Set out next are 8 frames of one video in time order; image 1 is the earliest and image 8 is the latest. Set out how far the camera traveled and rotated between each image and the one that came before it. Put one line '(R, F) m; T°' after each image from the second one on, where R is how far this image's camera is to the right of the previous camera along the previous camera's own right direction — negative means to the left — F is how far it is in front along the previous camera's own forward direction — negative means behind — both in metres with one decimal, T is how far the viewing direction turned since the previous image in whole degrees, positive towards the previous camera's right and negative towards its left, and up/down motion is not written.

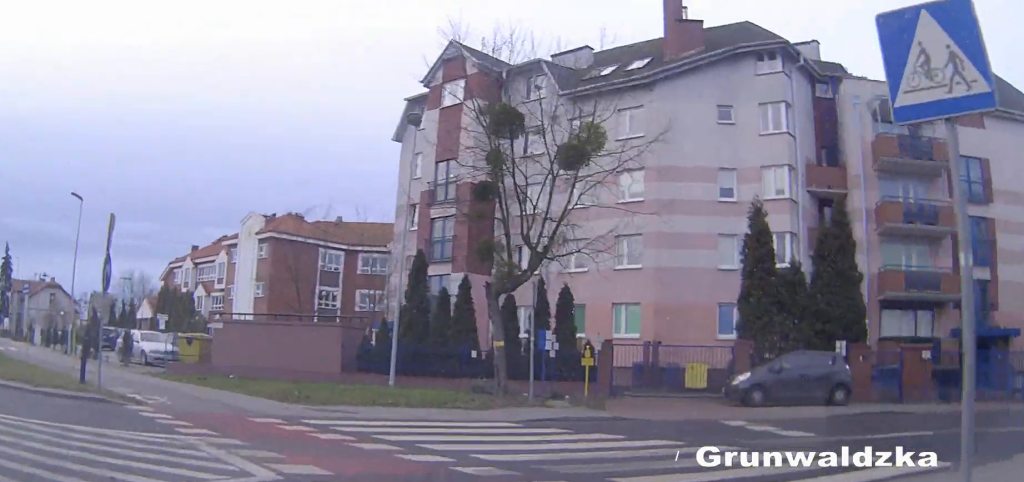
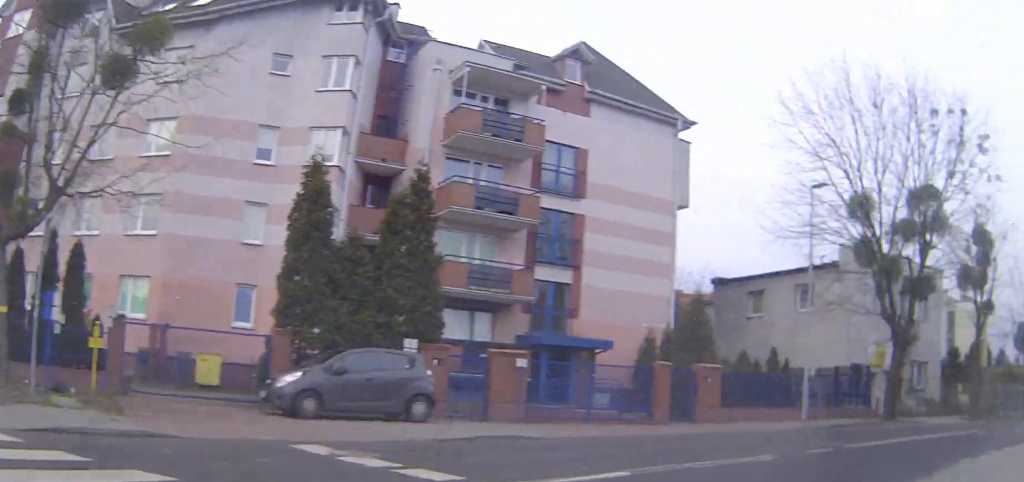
(+1.6, +5.0) m; +38°
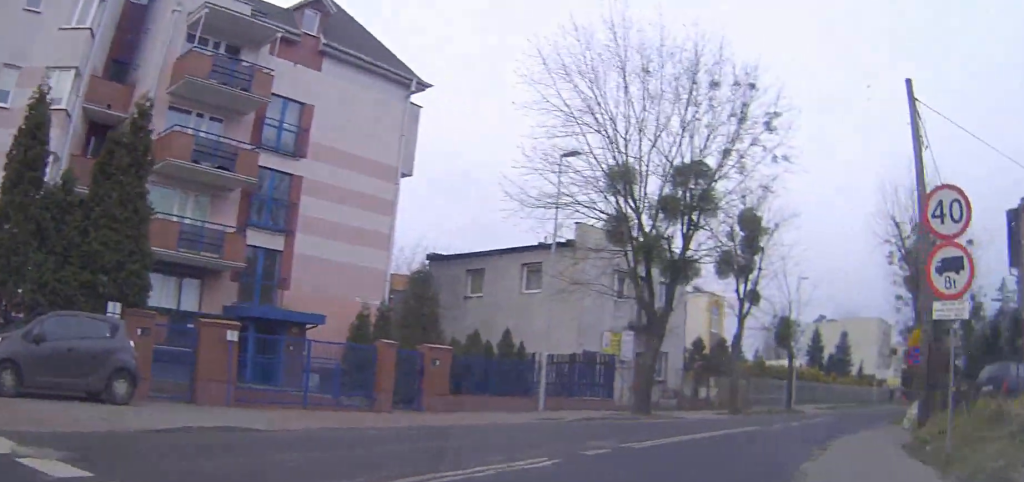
(+0.3, +2.7) m; +23°
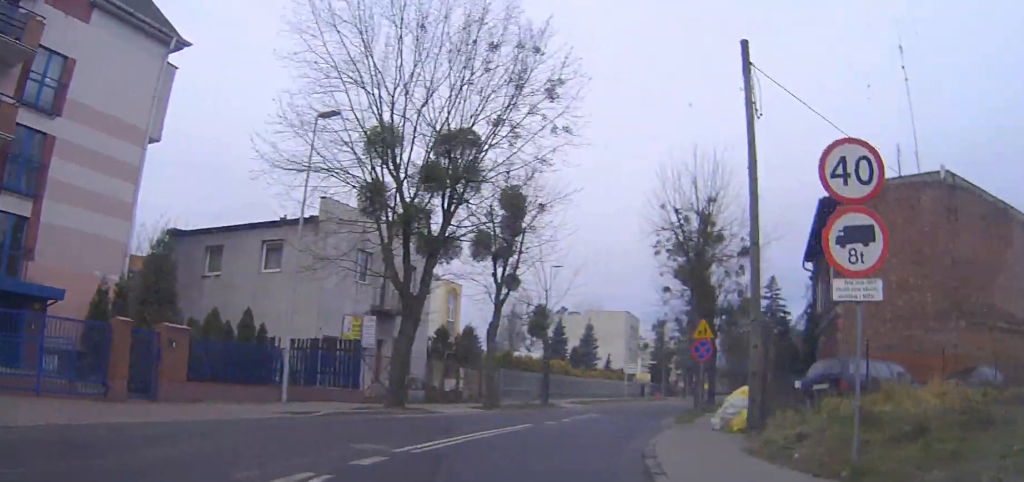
(+0.8, +2.7) m; +18°
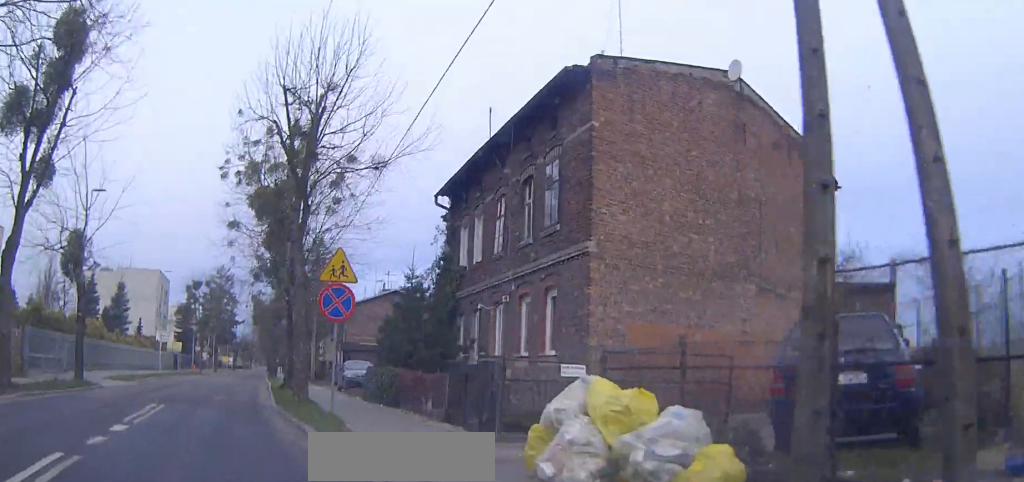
(+4.6, +10.6) m; +35°
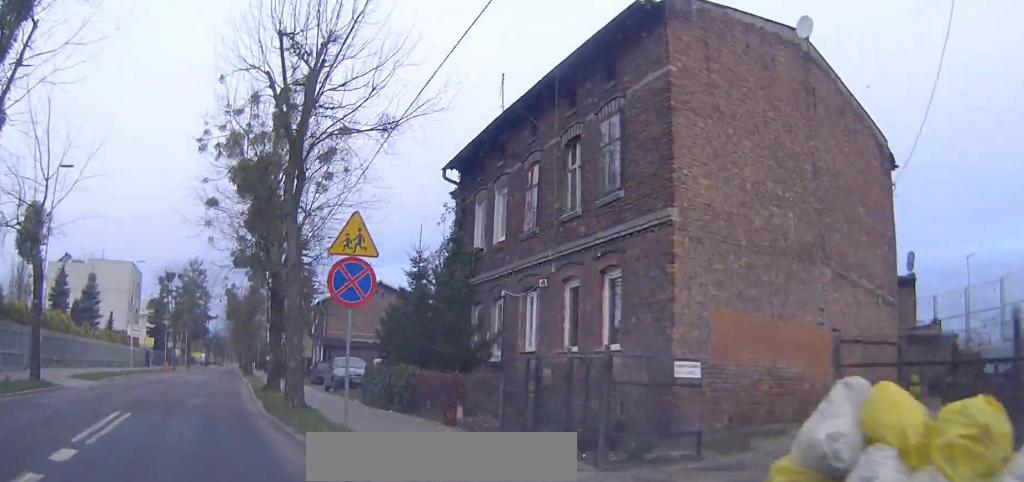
(+0.2, +3.6) m; +3°
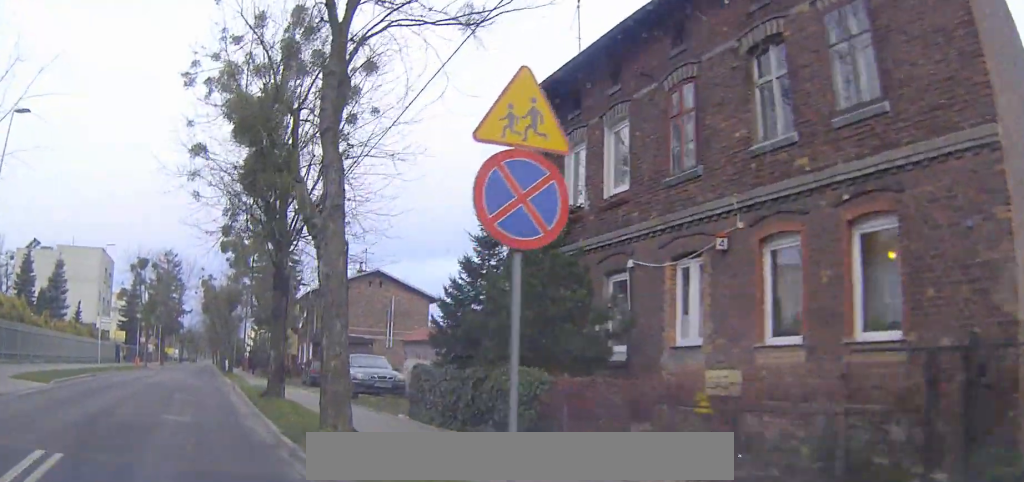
(+0.2, +6.5) m; +3°
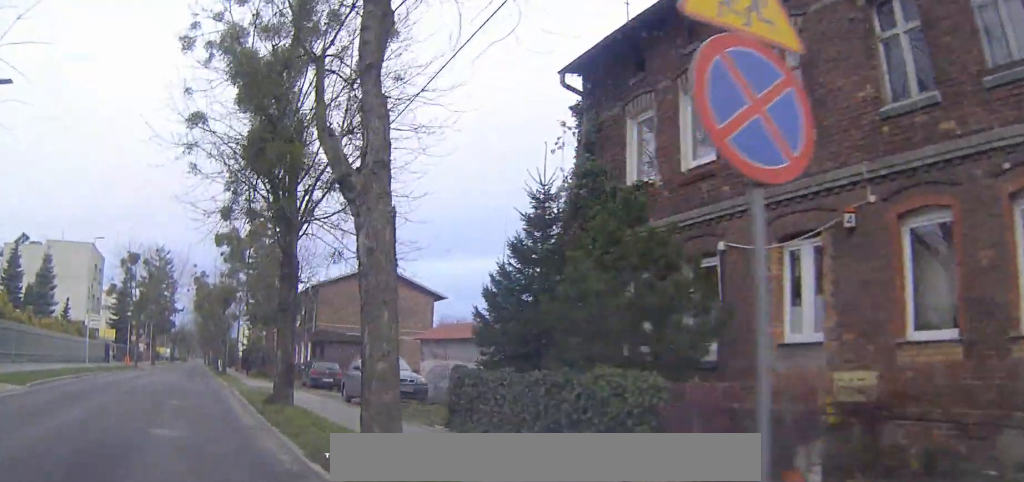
(0.0, +2.6) m; +1°
